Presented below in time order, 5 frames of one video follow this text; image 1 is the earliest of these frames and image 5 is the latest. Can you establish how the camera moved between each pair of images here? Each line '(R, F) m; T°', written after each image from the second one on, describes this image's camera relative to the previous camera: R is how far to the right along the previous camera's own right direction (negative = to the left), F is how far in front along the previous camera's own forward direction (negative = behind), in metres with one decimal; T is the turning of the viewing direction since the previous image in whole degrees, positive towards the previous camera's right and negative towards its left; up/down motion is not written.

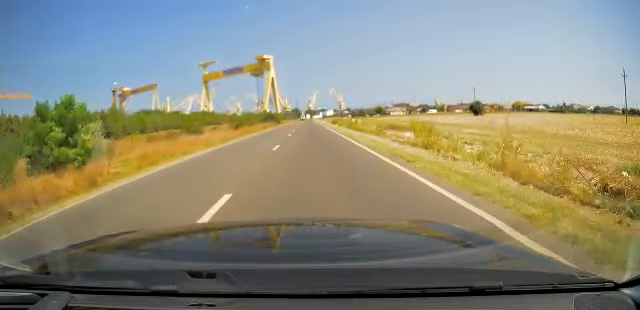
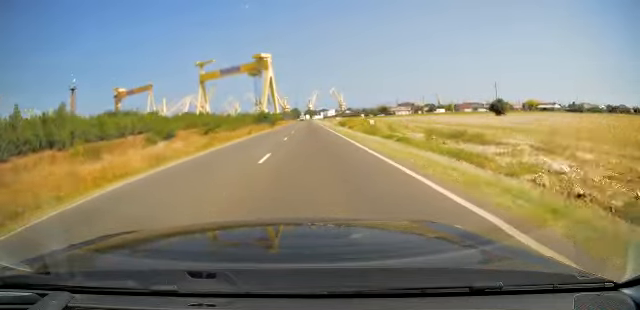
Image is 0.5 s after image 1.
(0.0, +16.5) m; 0°
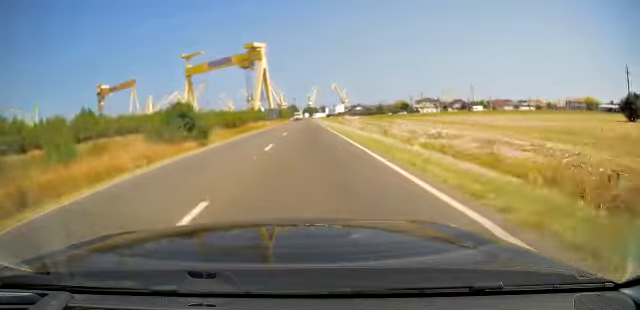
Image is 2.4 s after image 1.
(0.0, +57.1) m; 0°
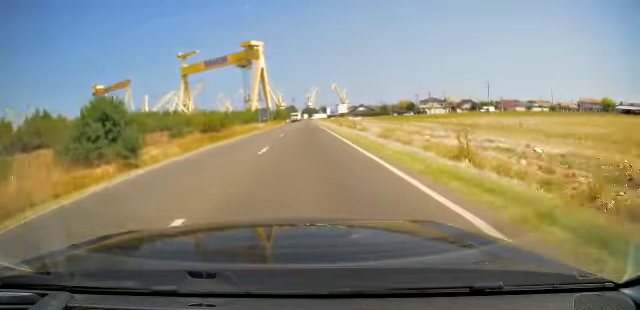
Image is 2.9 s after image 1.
(+0.1, +13.5) m; 0°
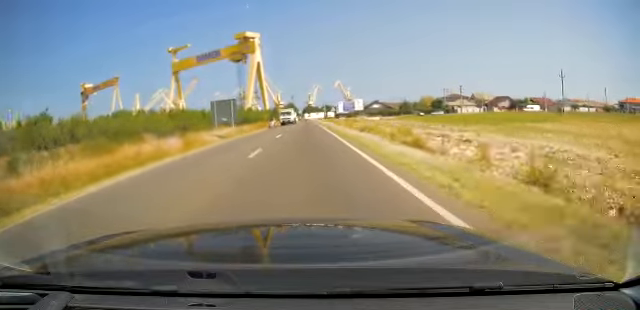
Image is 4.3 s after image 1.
(-0.3, +38.3) m; -1°
